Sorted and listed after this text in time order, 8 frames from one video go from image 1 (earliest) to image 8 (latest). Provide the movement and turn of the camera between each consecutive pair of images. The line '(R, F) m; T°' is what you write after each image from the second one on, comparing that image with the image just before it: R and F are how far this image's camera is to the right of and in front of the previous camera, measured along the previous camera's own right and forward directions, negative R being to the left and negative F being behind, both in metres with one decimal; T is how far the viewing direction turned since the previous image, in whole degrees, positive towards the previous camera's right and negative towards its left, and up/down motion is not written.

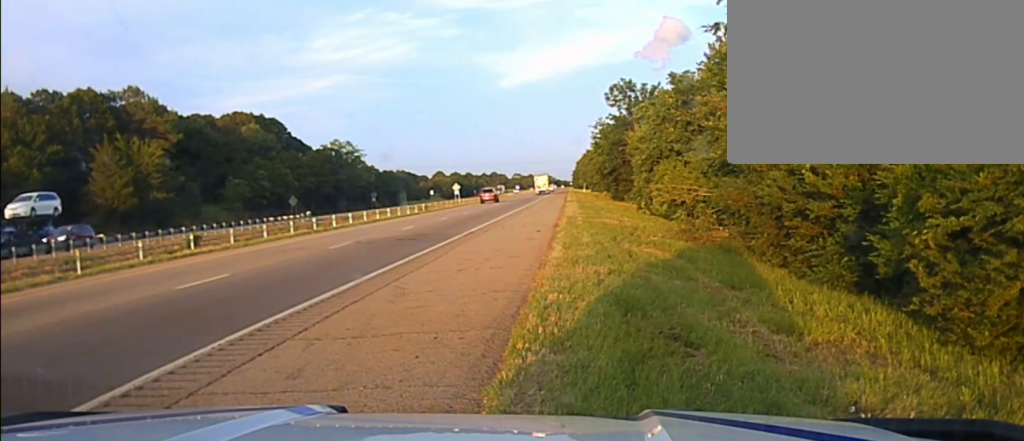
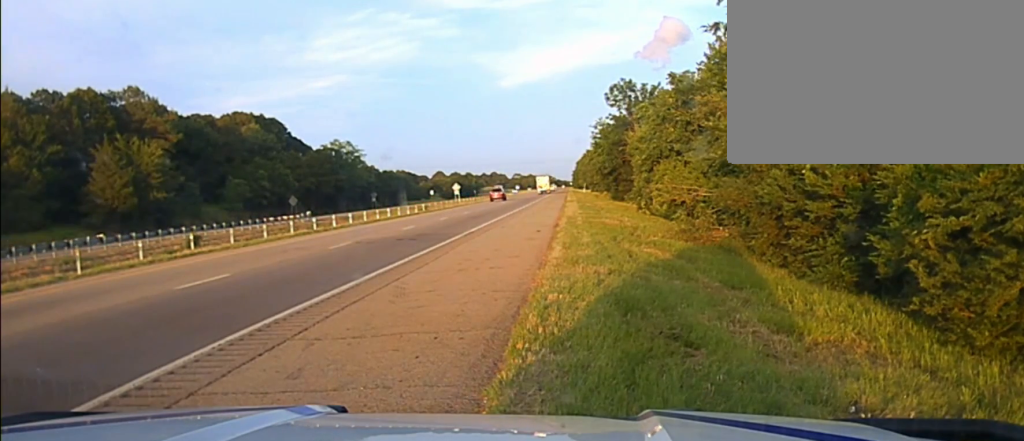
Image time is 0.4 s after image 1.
(0.0, 0.0) m; 0°
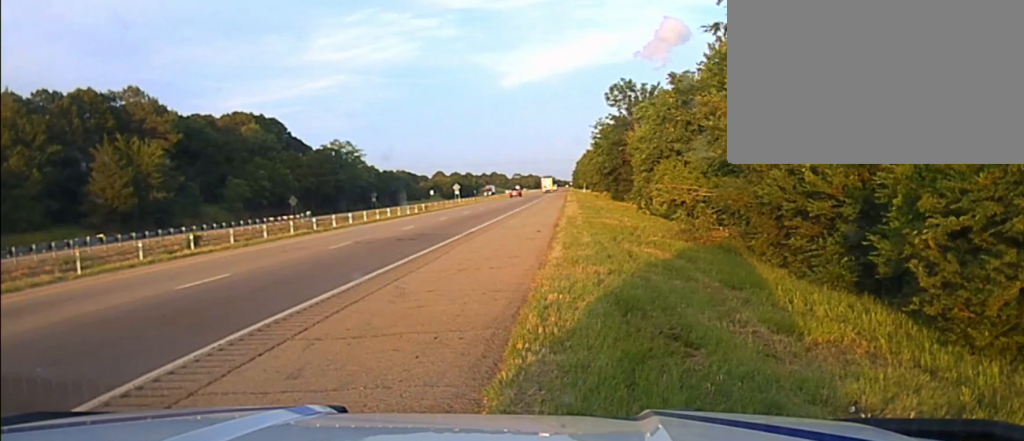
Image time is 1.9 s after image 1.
(0.0, 0.0) m; 0°
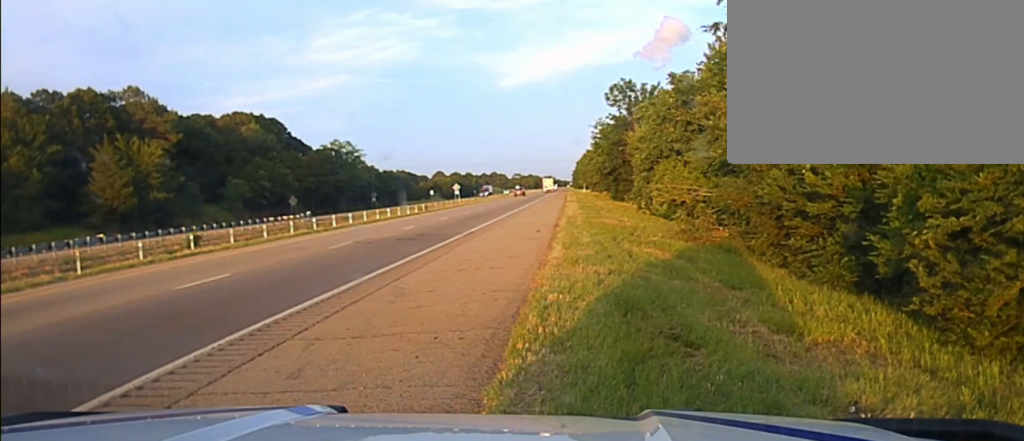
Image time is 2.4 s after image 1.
(0.0, 0.0) m; 0°
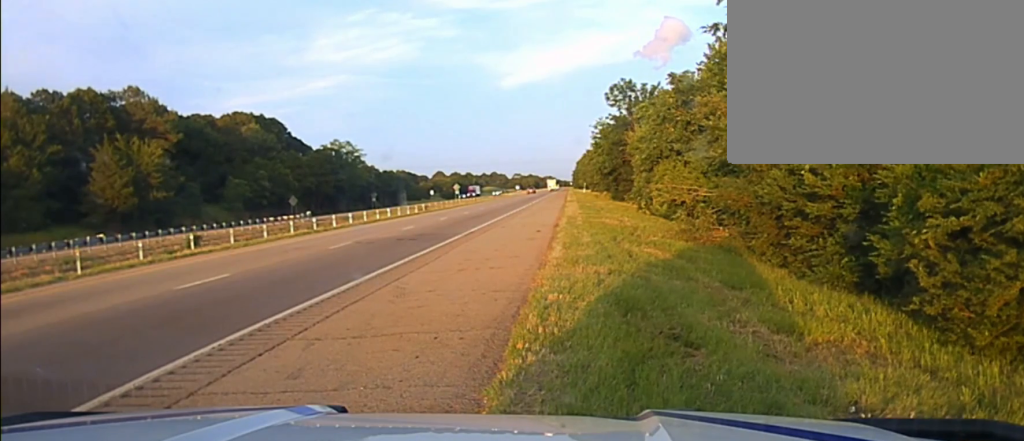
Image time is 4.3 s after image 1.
(0.0, 0.0) m; 0°
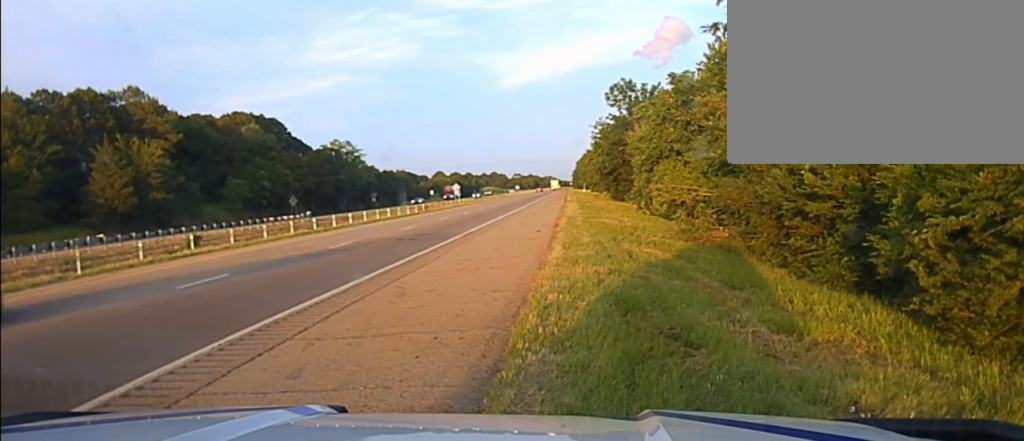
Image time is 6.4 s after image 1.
(+0.1, +0.9) m; 0°
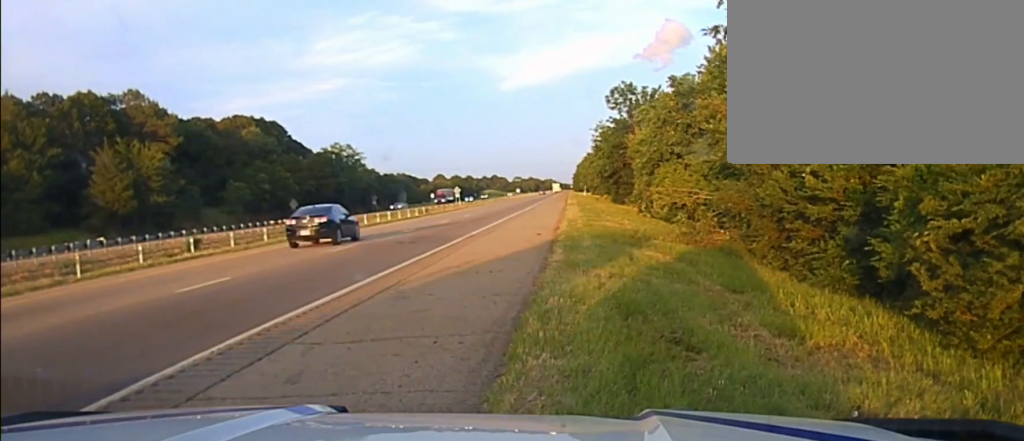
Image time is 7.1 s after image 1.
(+0.1, +1.2) m; 0°
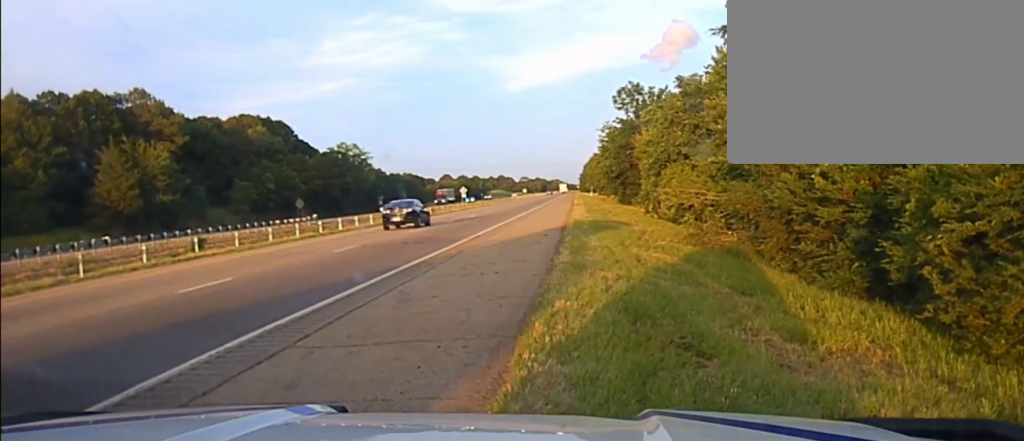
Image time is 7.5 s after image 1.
(0.0, +0.7) m; -2°
